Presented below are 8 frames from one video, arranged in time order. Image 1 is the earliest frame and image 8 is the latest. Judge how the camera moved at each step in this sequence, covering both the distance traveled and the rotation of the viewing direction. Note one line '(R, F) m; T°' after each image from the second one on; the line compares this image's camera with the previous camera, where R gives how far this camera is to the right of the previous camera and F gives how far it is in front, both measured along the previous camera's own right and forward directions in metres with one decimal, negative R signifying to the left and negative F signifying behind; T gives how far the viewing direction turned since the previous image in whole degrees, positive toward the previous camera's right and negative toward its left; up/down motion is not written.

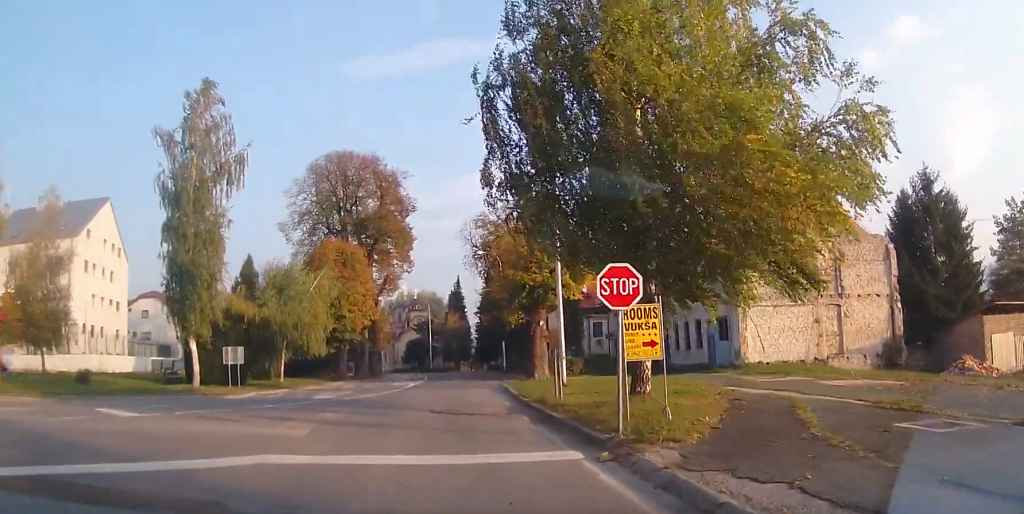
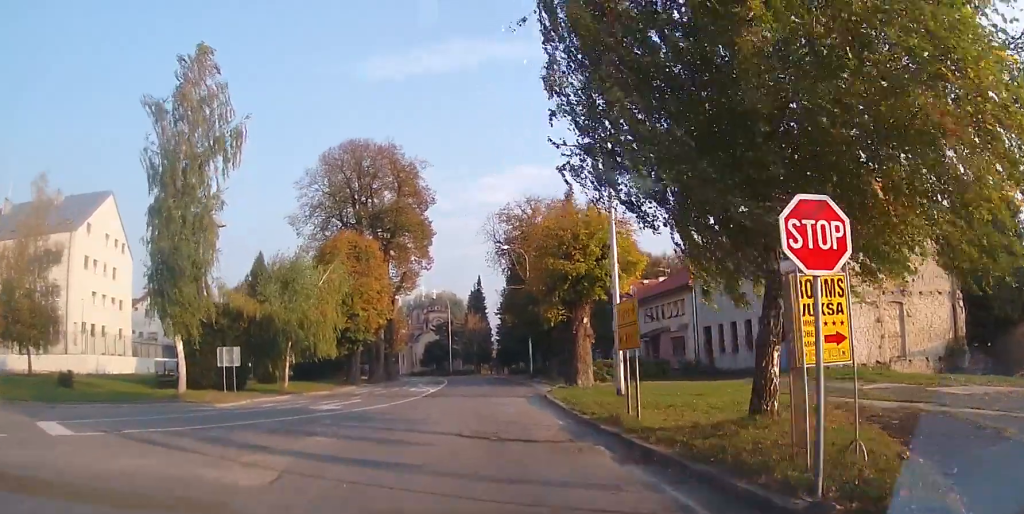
(-0.2, +3.7) m; -3°
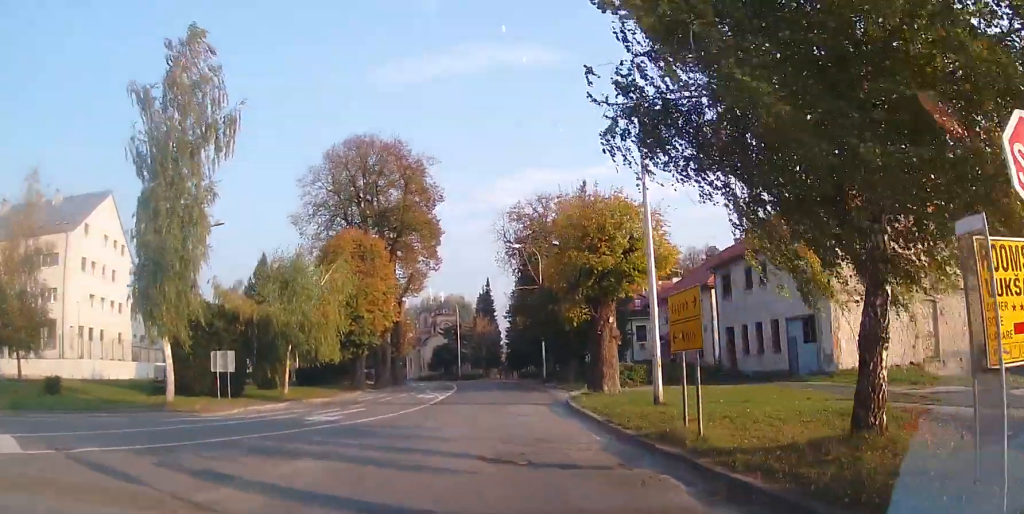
(-0.1, +1.8) m; 0°
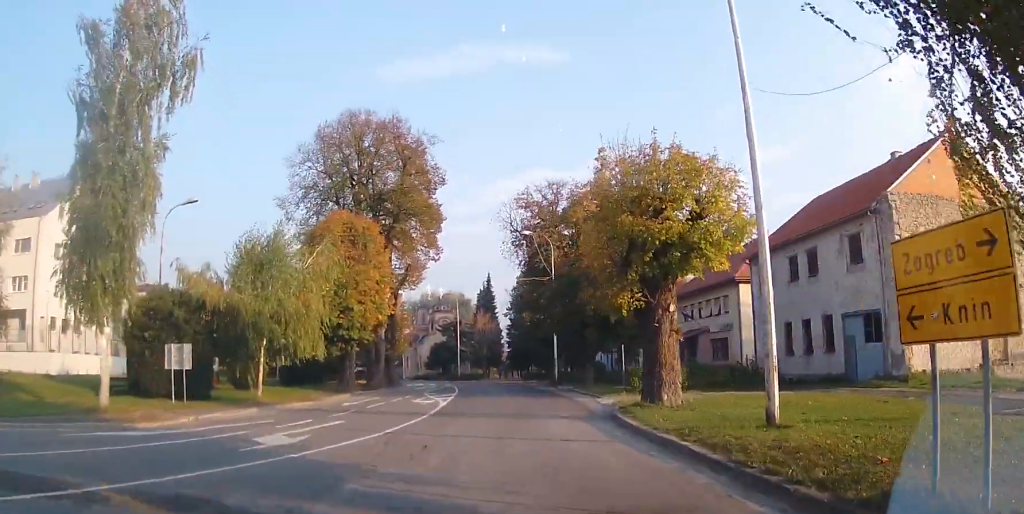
(+0.2, +4.2) m; +4°
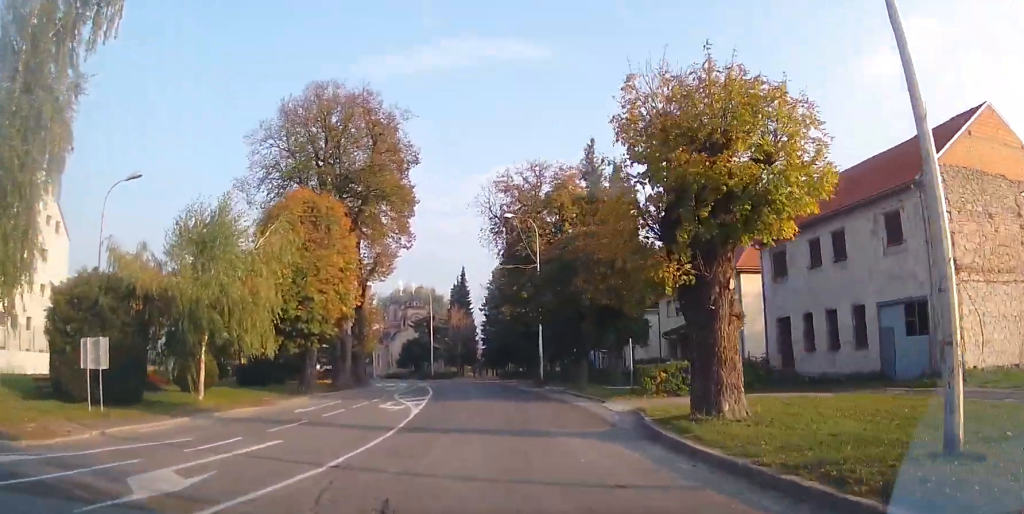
(0.0, +3.7) m; +1°
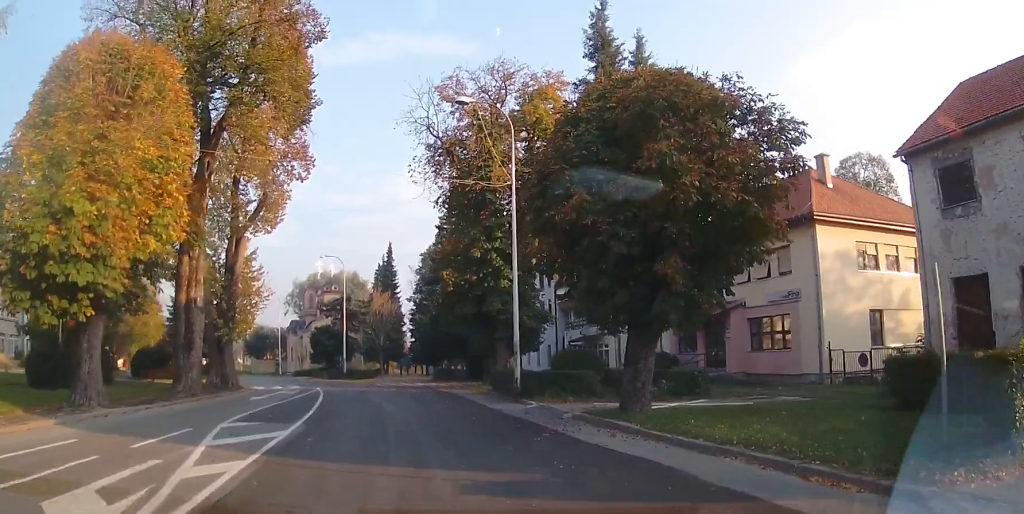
(+1.4, +14.4) m; +9°
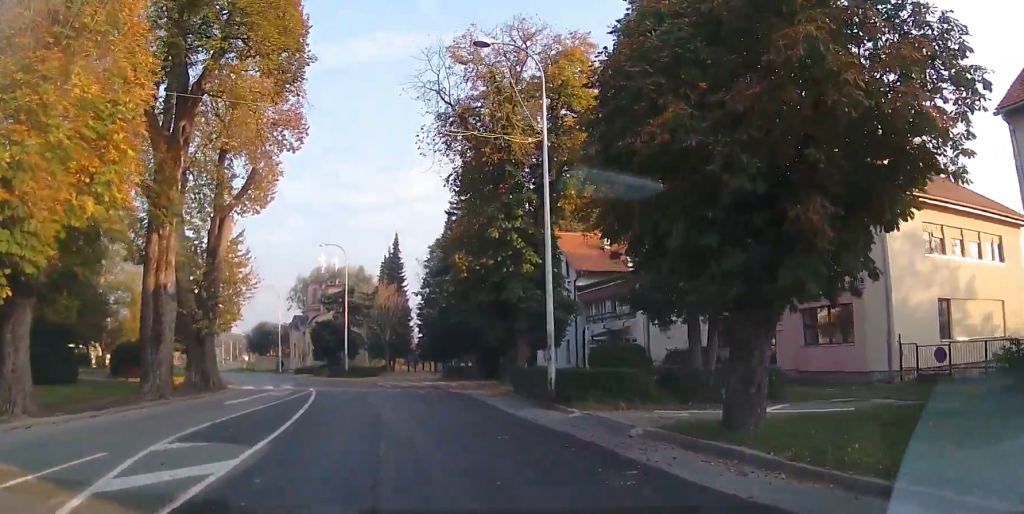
(+0.1, +3.8) m; -2°
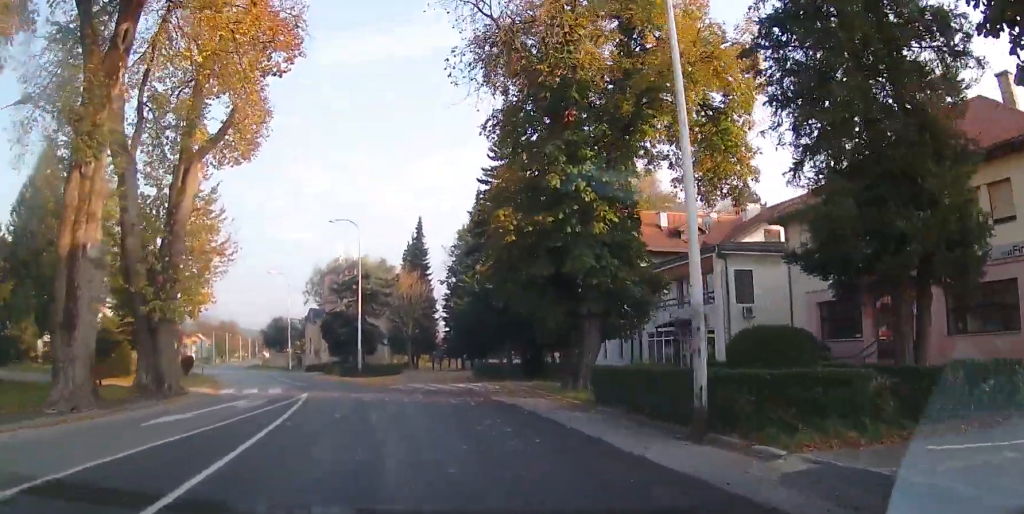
(-0.3, +7.1) m; -4°
